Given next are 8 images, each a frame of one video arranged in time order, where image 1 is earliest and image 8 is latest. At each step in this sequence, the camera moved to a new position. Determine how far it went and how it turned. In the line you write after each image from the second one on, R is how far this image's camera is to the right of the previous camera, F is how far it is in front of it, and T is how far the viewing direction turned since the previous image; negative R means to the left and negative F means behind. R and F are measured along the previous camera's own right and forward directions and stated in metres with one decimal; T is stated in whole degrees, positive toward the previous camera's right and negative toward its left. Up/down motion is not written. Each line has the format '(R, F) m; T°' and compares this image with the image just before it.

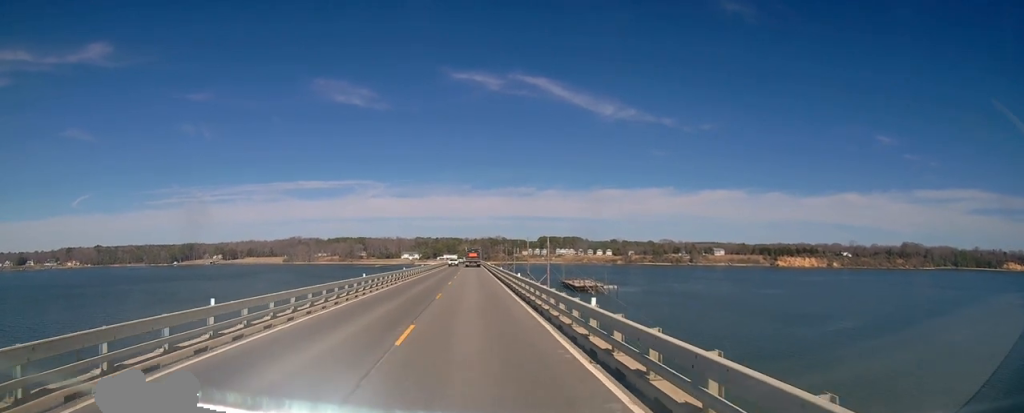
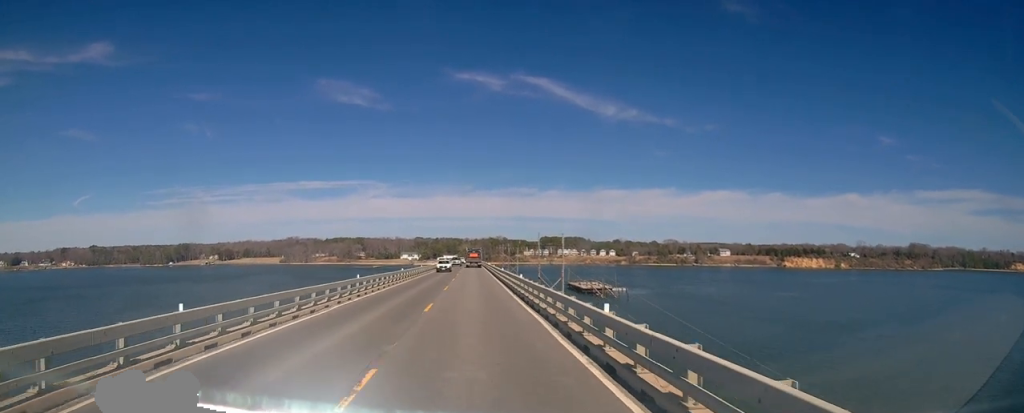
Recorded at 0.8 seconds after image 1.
(0.0, +17.8) m; 0°
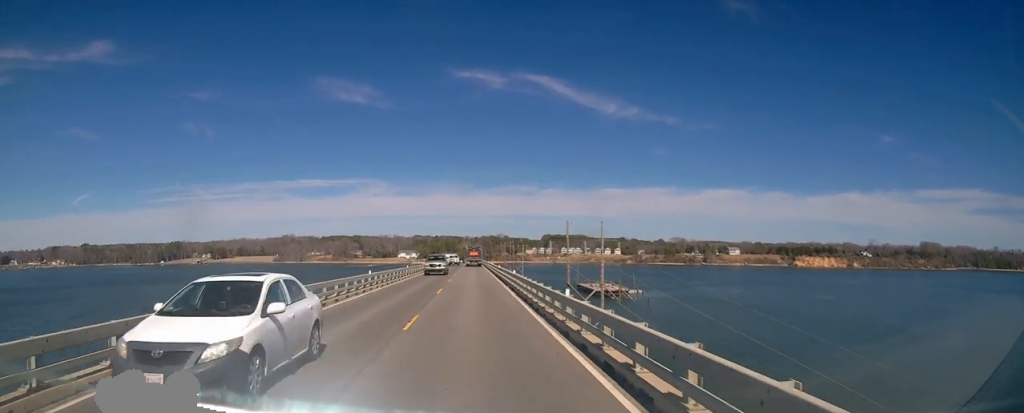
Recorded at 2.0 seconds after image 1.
(-0.1, +29.3) m; 0°
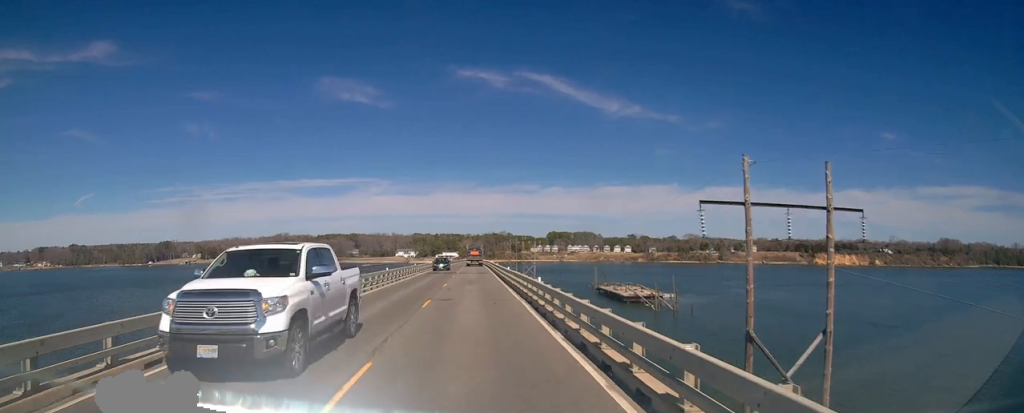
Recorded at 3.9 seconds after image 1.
(0.0, +44.0) m; 0°
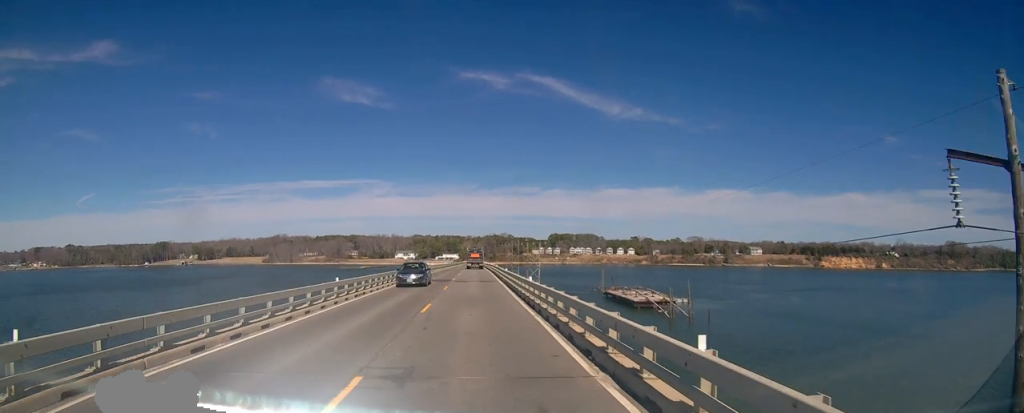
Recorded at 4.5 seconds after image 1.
(-0.1, +13.1) m; 0°
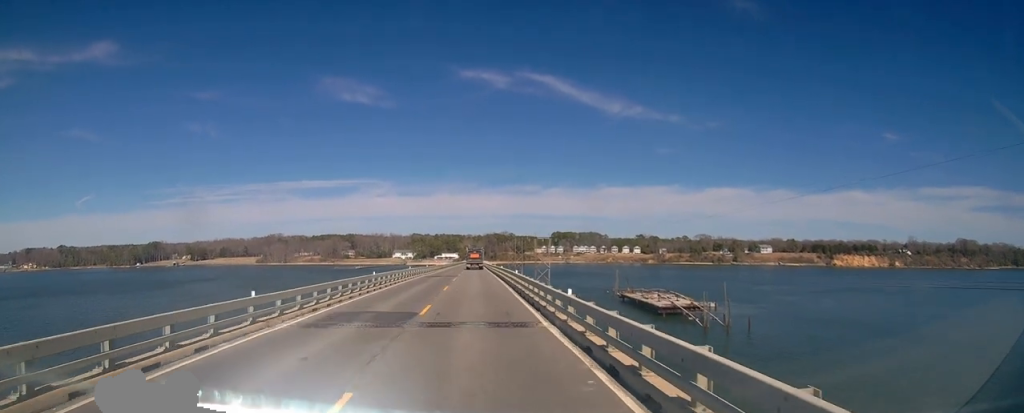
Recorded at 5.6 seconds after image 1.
(+0.3, +25.5) m; +1°
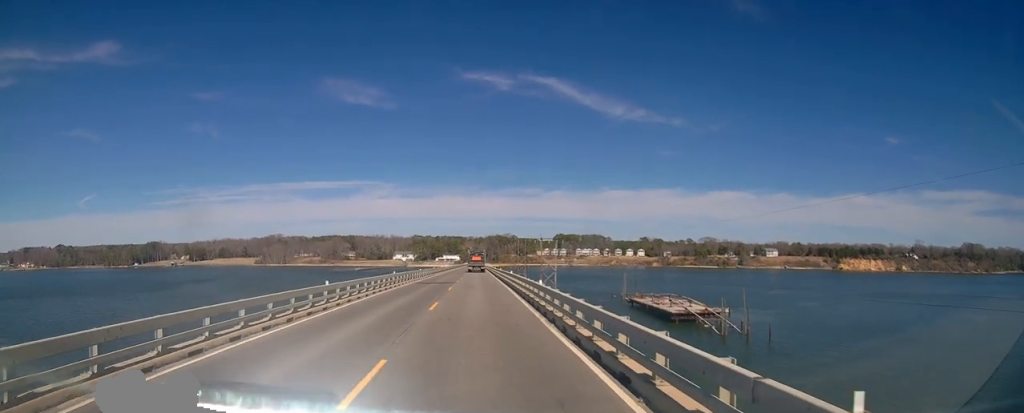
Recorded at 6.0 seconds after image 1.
(0.0, +10.0) m; 0°
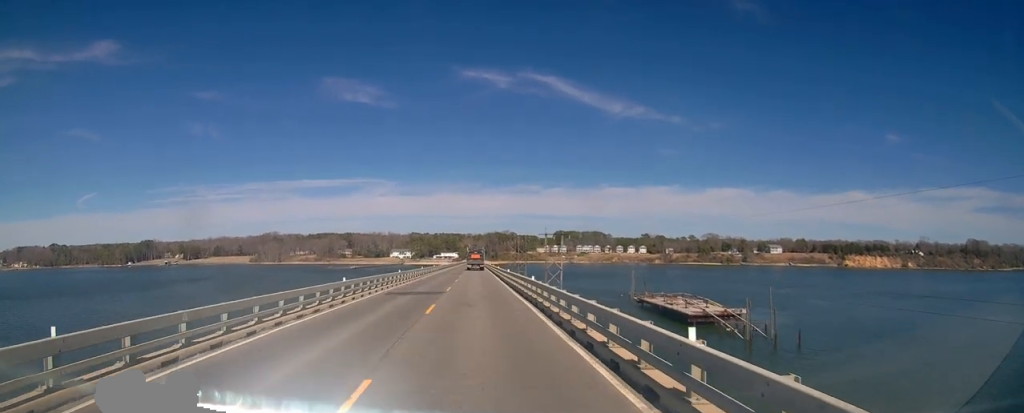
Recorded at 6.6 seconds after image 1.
(+0.1, +13.9) m; -1°
